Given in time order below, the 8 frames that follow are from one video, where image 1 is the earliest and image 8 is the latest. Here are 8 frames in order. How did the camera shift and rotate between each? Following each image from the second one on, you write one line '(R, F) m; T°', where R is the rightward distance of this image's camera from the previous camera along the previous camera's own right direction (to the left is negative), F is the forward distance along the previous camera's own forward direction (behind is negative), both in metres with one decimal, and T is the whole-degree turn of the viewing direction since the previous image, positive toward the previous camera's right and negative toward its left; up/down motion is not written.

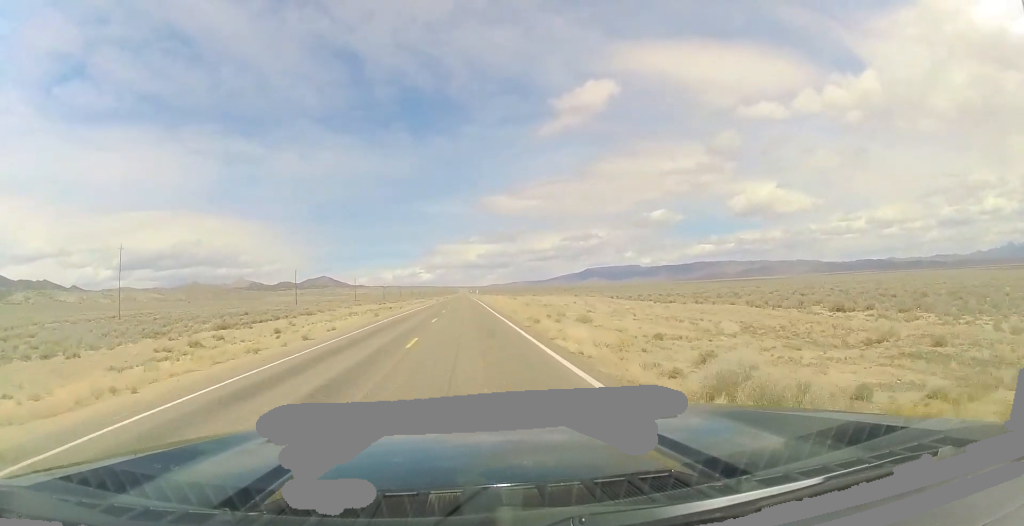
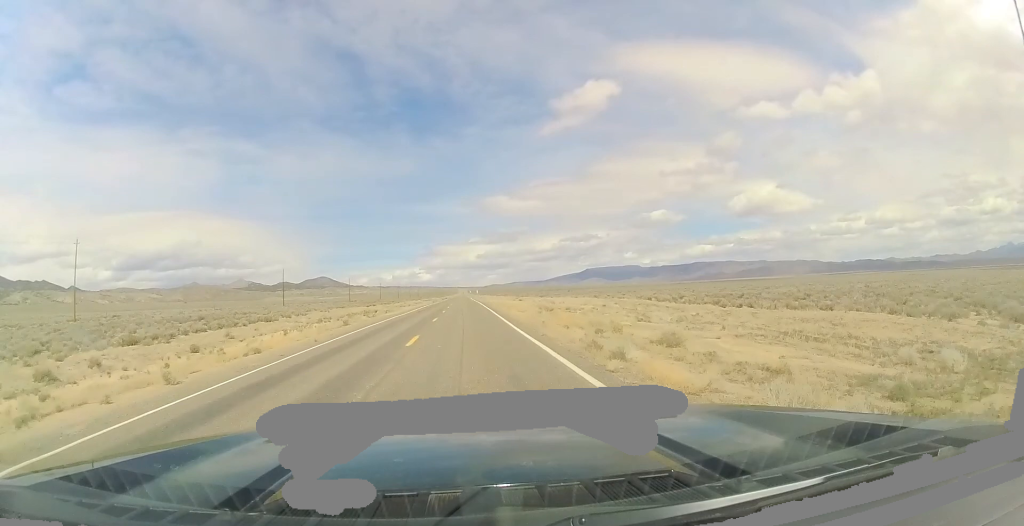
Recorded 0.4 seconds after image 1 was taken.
(0.0, +13.3) m; 0°
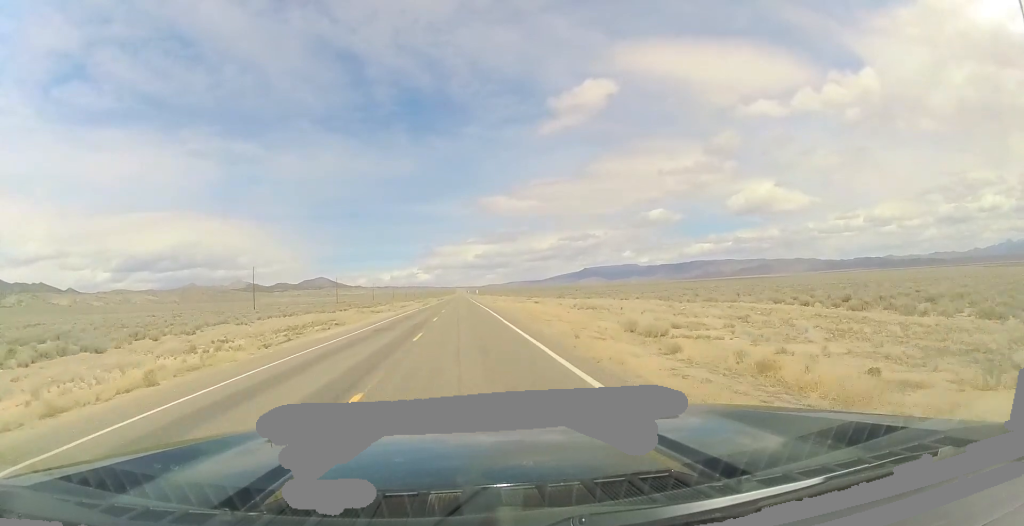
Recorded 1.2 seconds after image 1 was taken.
(0.0, +25.4) m; 0°
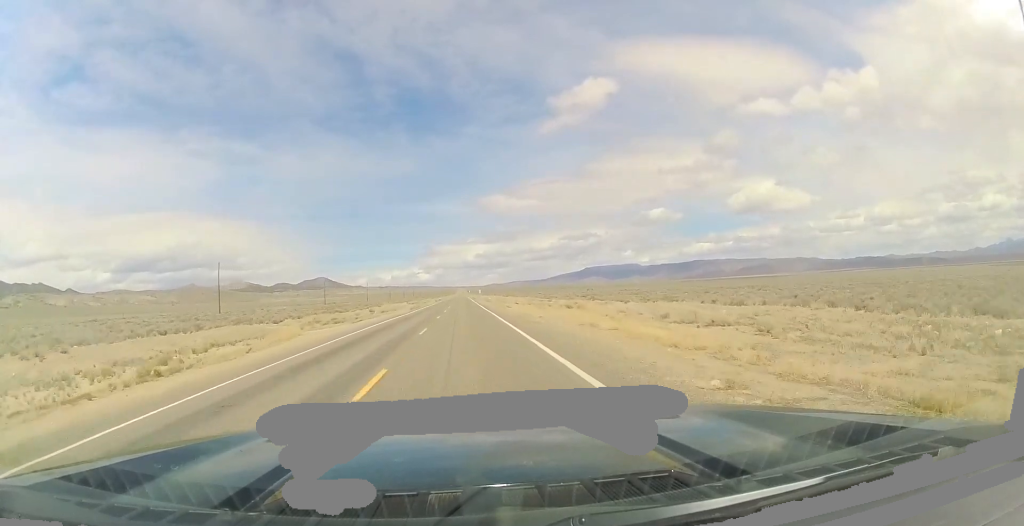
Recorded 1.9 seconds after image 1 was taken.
(+0.1, +24.3) m; 0°
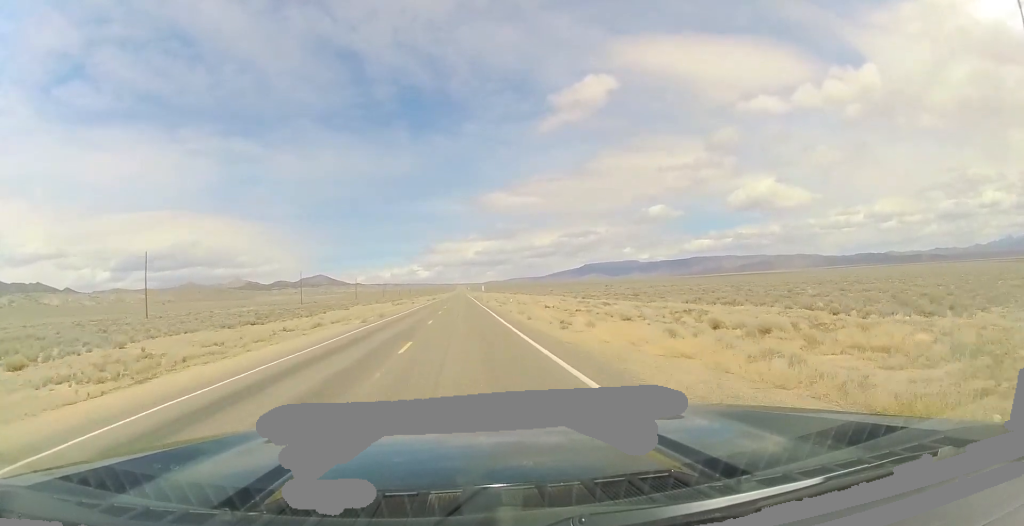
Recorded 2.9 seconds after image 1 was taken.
(0.0, +34.1) m; 0°
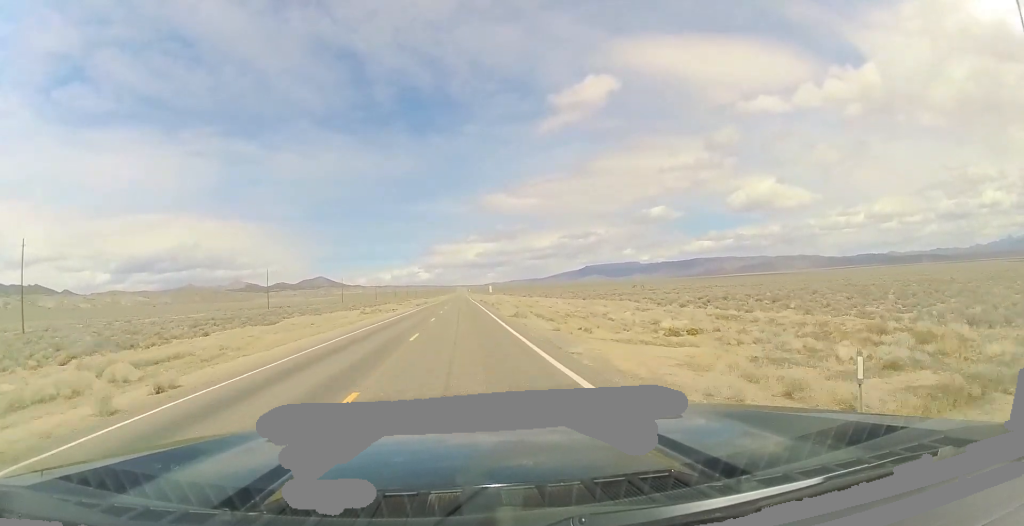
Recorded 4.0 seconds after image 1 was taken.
(-0.2, +36.4) m; 0°
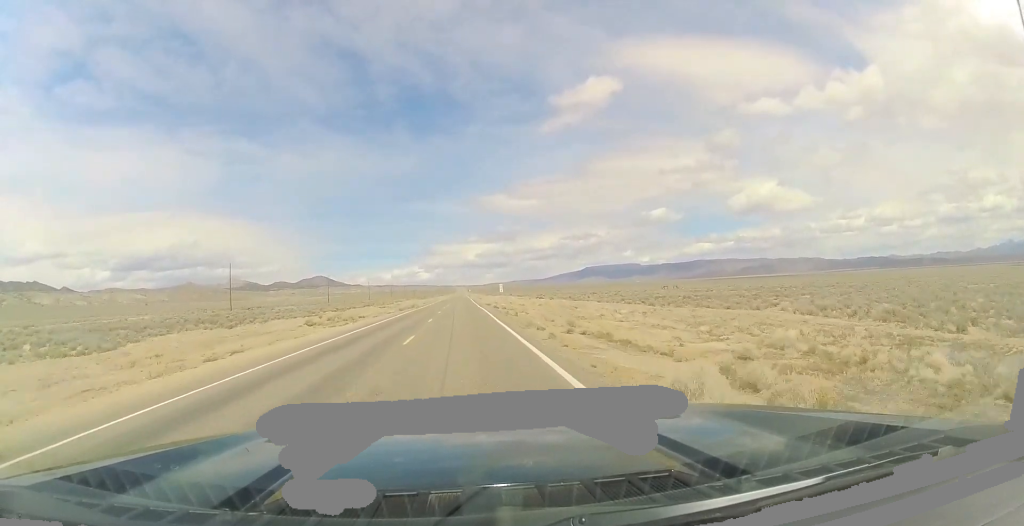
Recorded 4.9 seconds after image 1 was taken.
(+0.1, +28.7) m; 0°
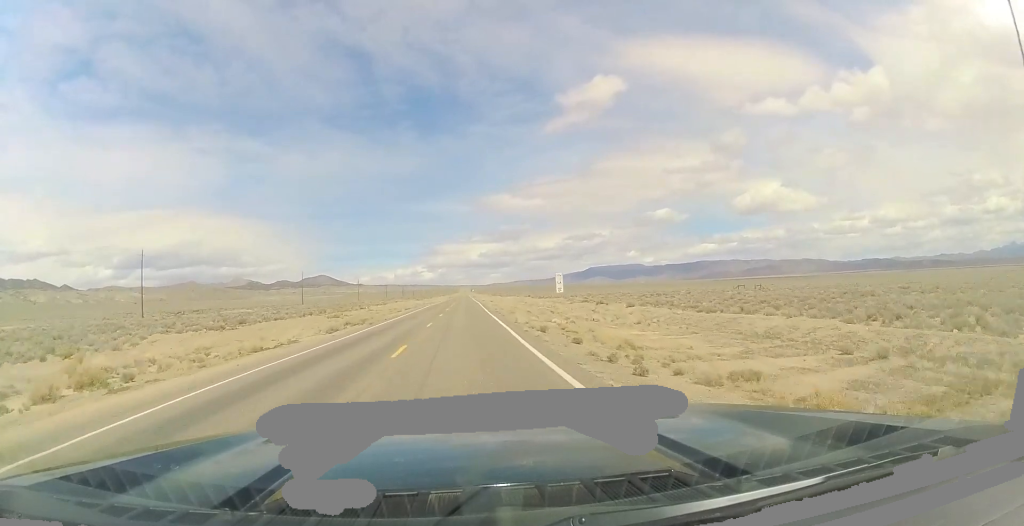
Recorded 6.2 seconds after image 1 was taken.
(-0.4, +44.2) m; -1°
